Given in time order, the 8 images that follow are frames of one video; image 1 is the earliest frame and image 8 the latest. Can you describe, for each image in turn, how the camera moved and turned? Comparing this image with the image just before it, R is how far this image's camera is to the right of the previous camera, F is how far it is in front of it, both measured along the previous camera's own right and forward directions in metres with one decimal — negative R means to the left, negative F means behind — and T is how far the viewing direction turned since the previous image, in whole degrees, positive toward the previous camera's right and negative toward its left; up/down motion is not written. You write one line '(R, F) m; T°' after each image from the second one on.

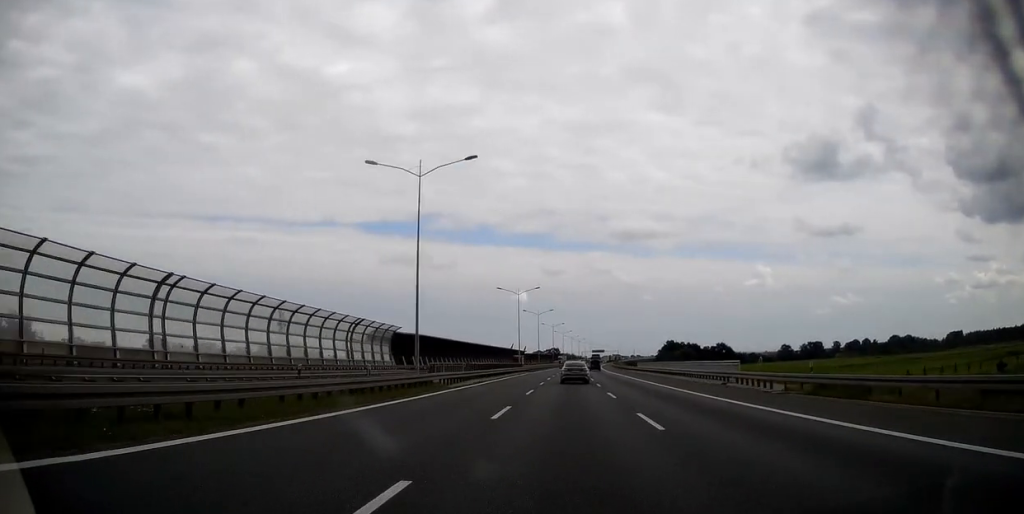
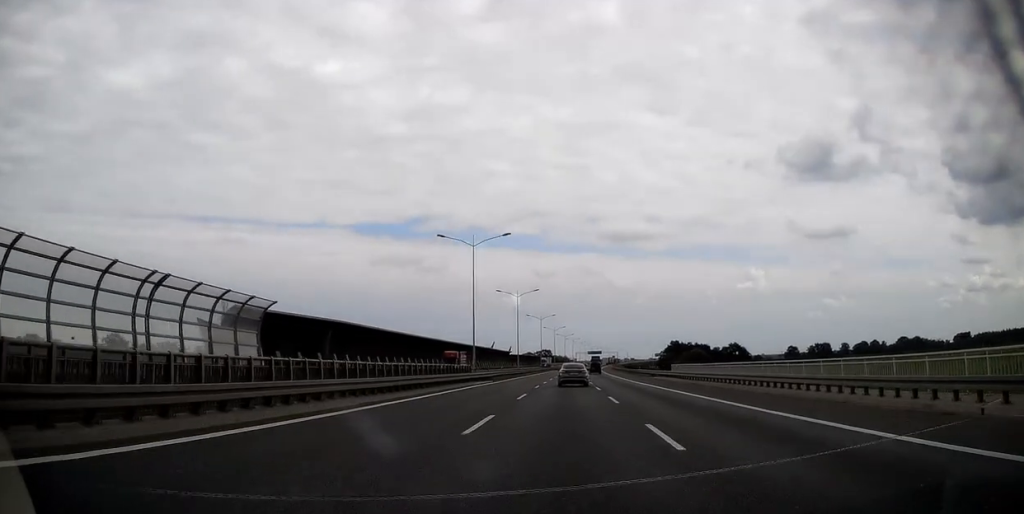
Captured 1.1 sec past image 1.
(+0.2, +39.2) m; 0°
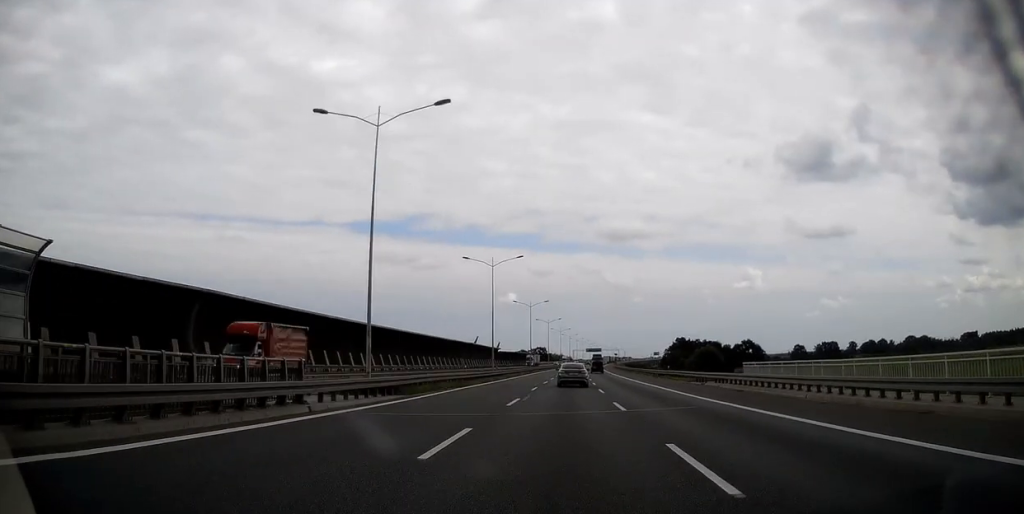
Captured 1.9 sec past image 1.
(-0.1, +27.4) m; 0°
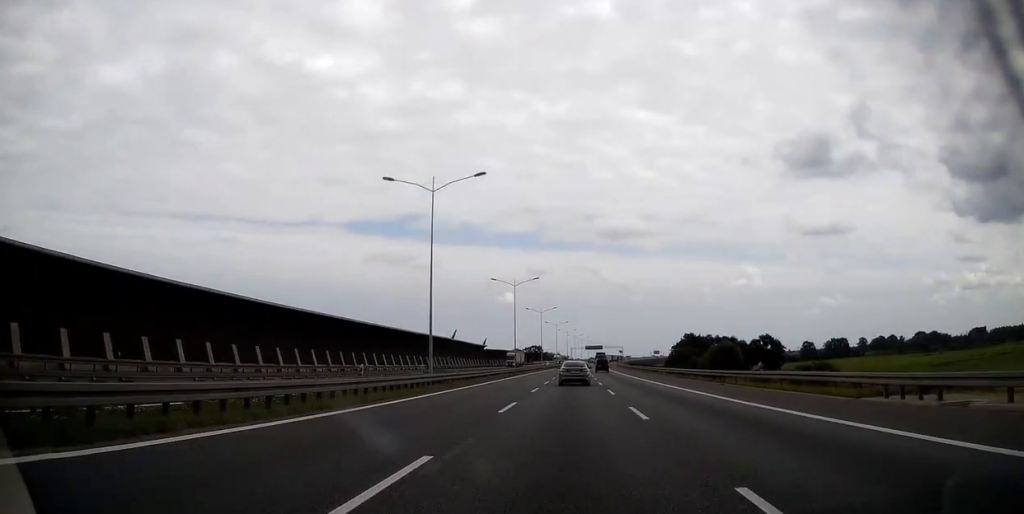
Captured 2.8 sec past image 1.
(+0.1, +28.3) m; +1°
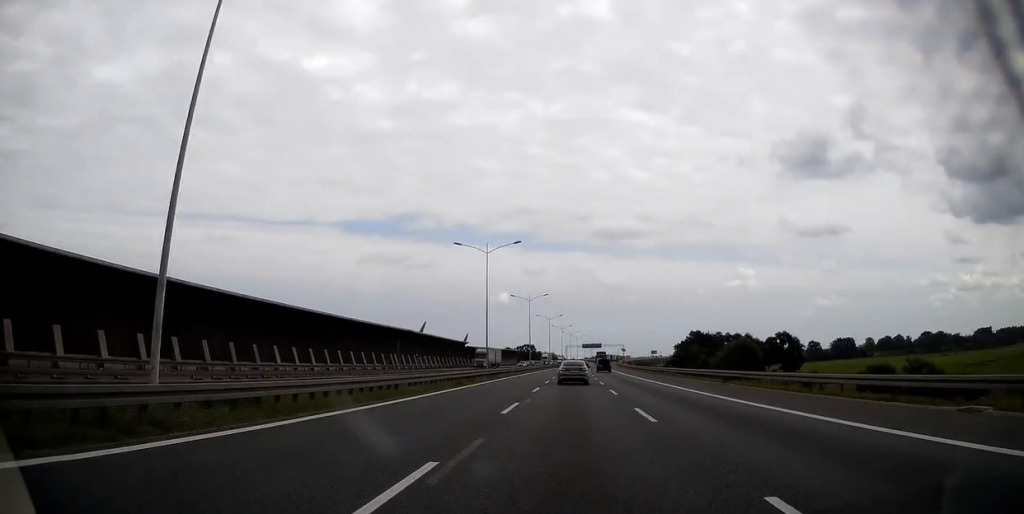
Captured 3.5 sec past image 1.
(+0.1, +24.7) m; +1°
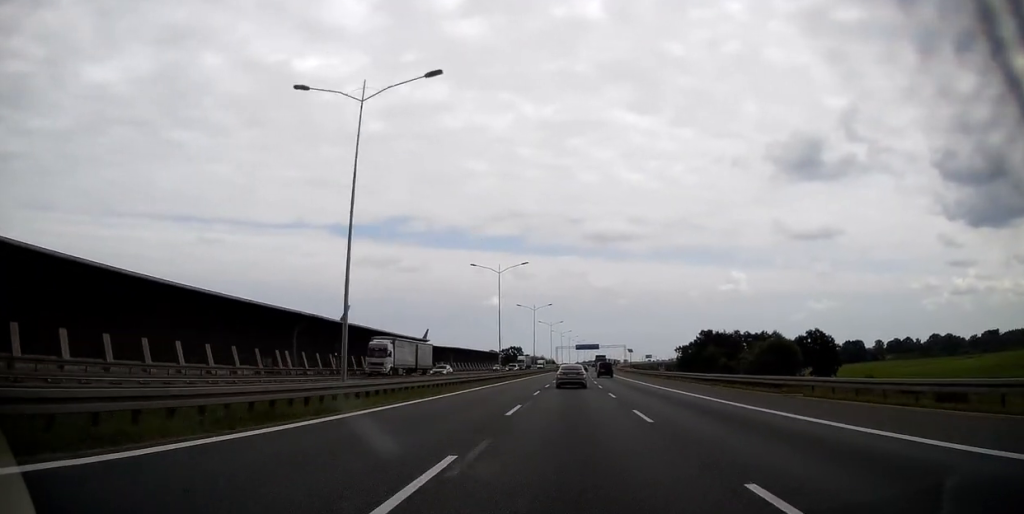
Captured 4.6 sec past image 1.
(+0.3, +35.5) m; +1°
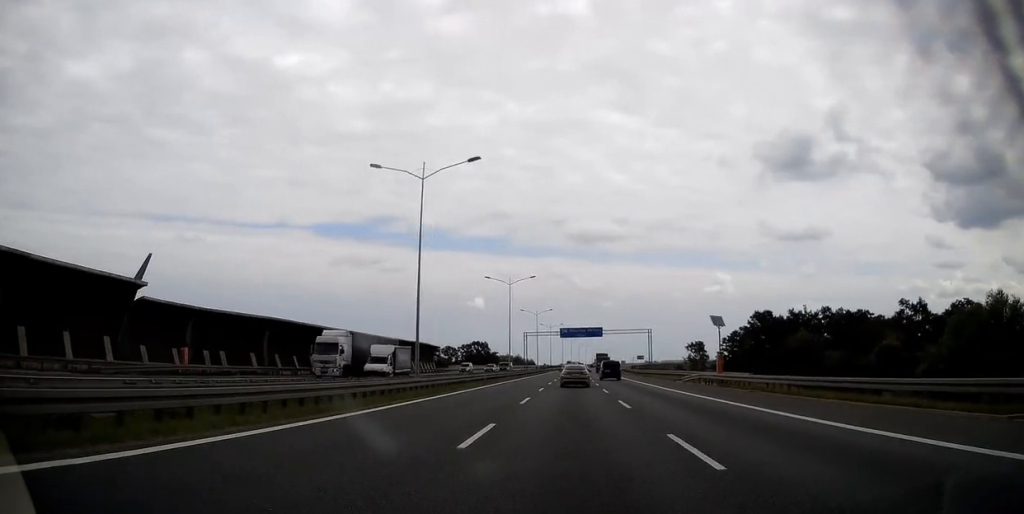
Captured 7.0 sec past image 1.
(+0.9, +79.7) m; +2°
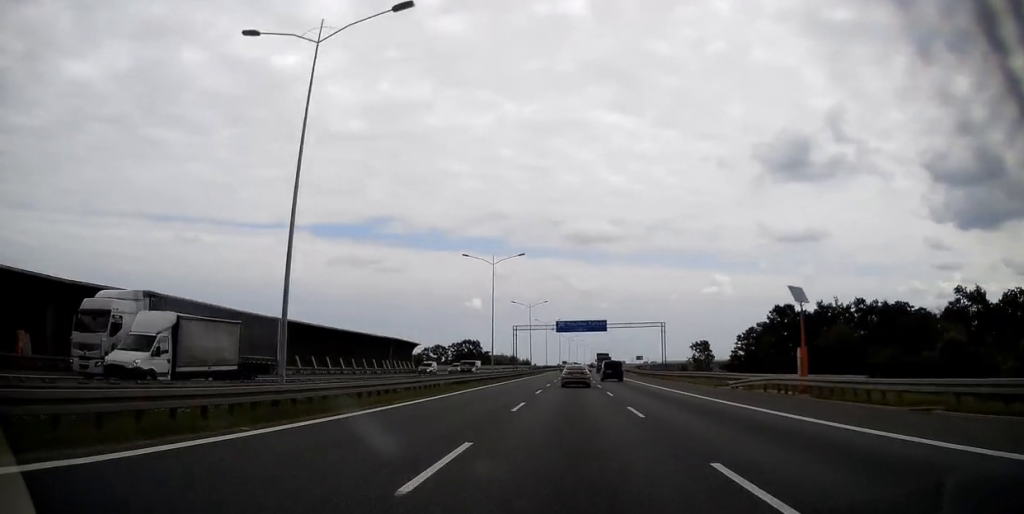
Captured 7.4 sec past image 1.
(+0.1, +15.5) m; 0°
